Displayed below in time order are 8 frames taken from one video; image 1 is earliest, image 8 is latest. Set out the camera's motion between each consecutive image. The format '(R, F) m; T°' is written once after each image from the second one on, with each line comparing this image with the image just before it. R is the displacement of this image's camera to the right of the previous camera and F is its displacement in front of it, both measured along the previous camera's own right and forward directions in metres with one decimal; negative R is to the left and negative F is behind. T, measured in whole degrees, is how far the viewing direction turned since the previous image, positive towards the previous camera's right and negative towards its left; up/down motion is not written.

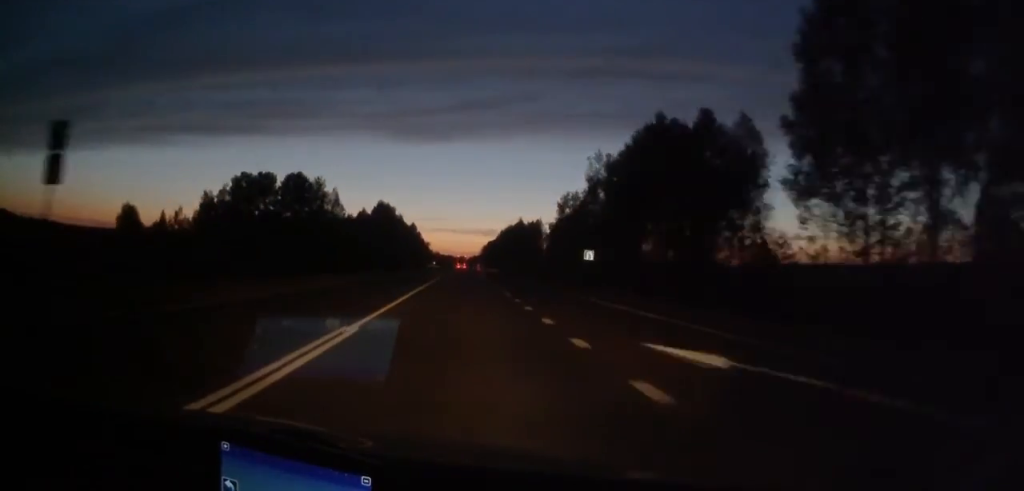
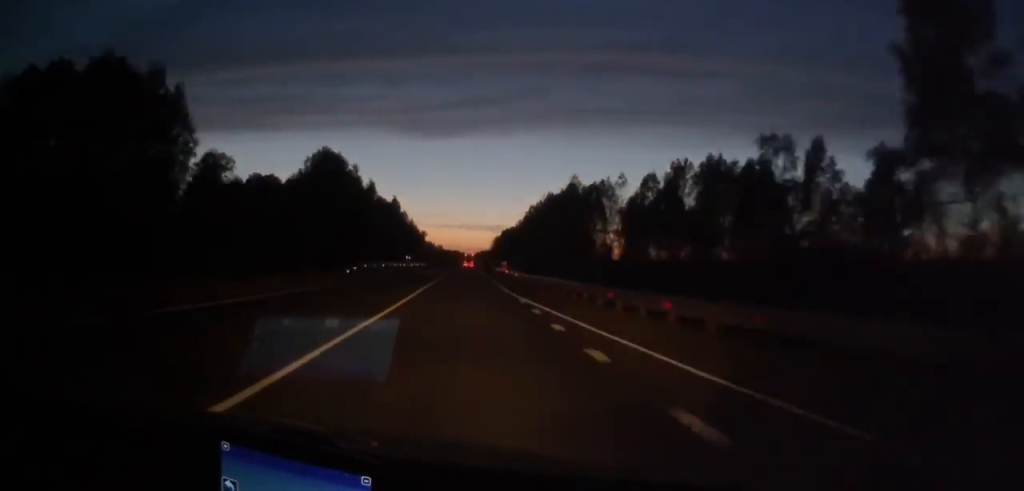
(-0.3, +82.0) m; 0°
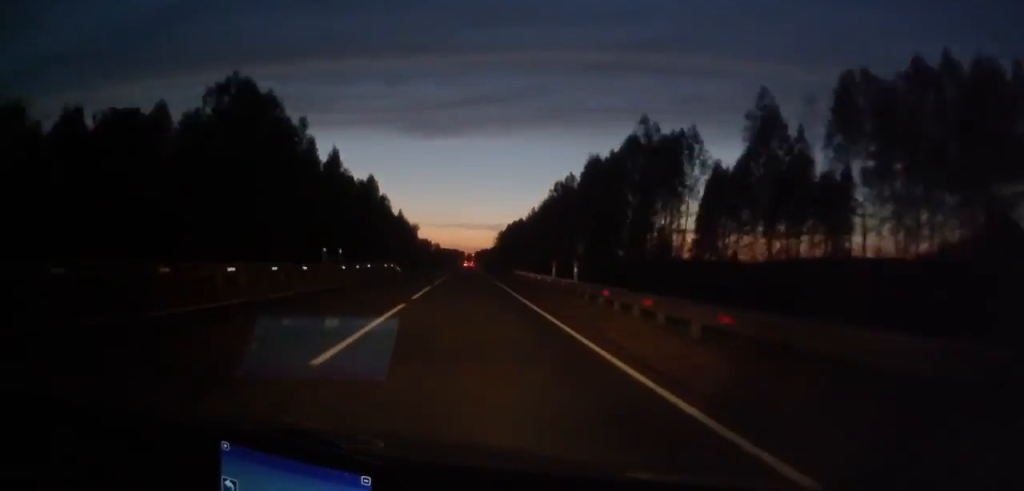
(+0.2, +40.1) m; 0°
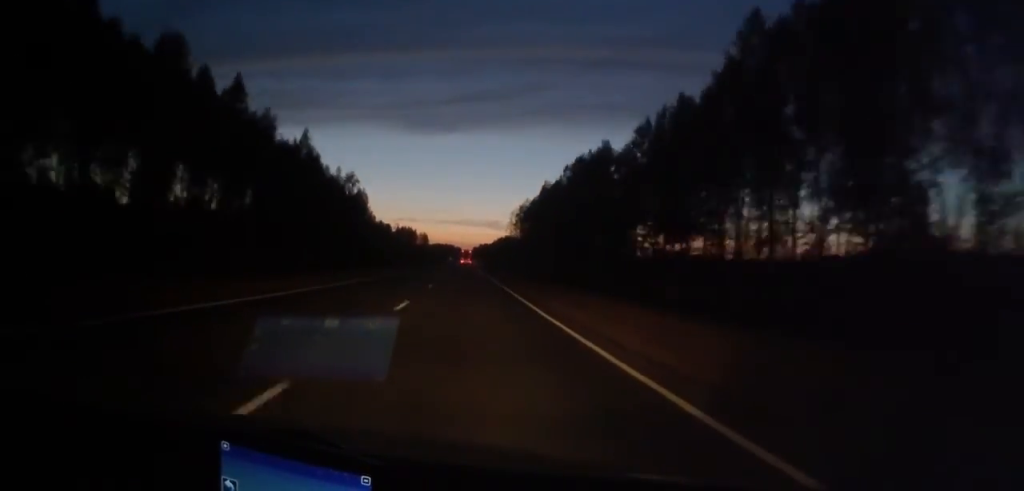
(-0.1, +119.7) m; 0°
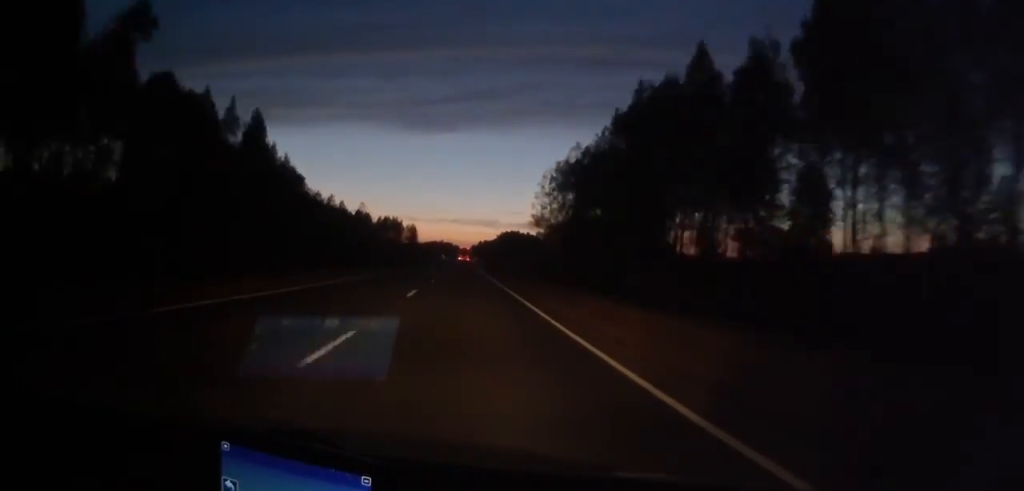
(-0.1, +66.9) m; 0°
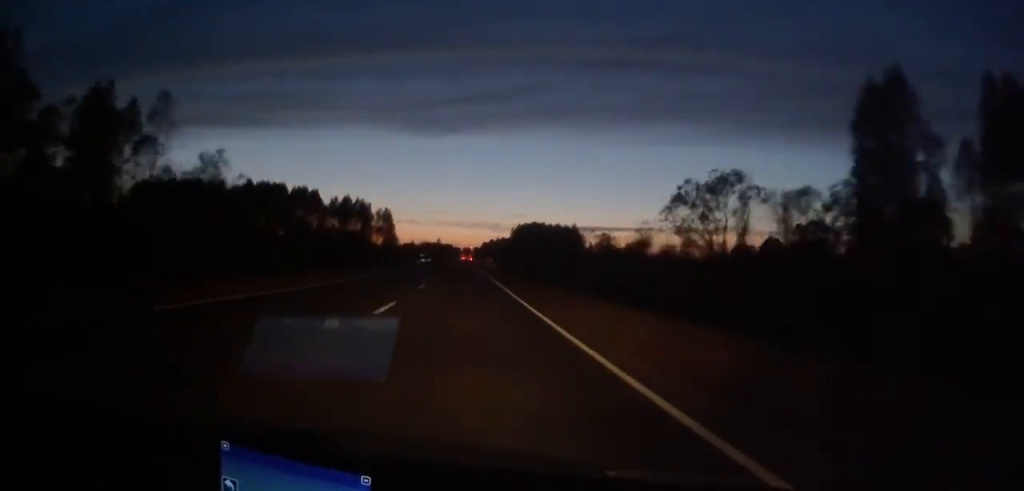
(+0.1, +99.9) m; 0°
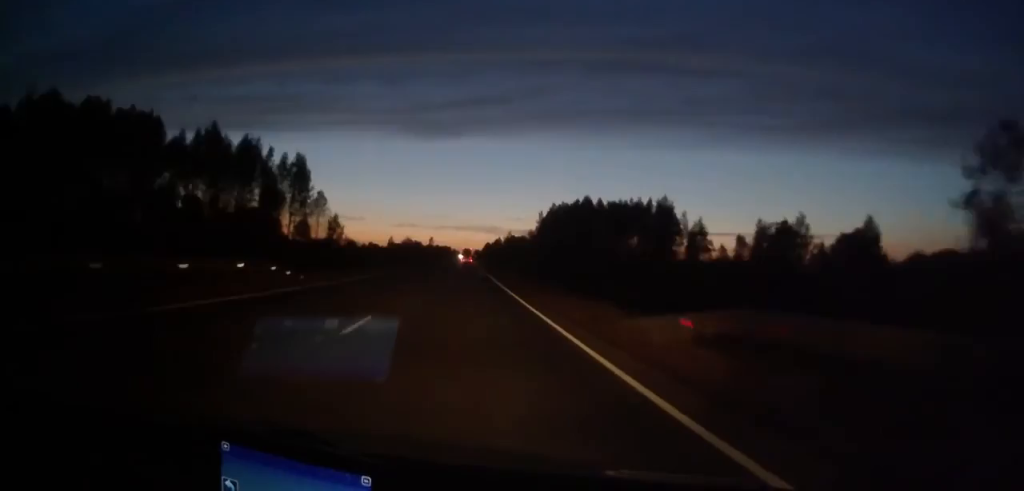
(+0.2, +97.4) m; 0°
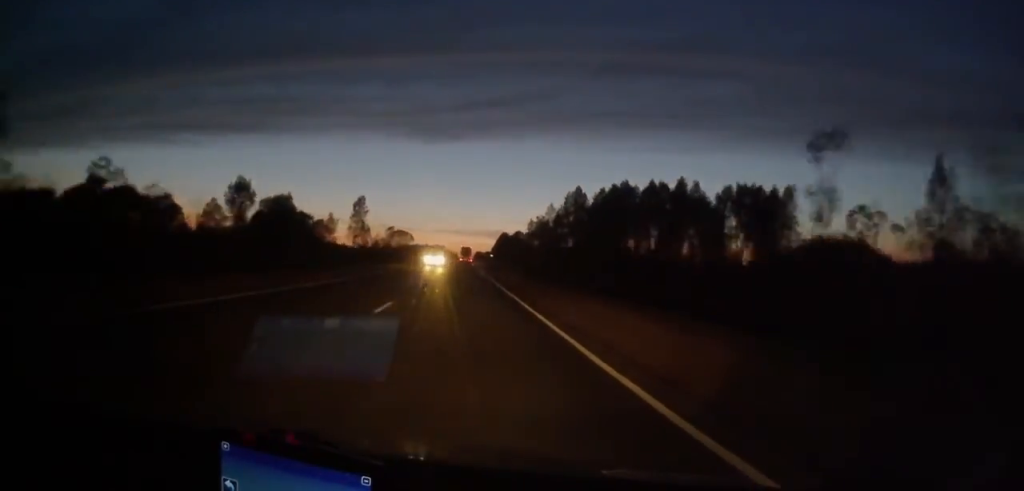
(-0.3, +258.6) m; 0°
